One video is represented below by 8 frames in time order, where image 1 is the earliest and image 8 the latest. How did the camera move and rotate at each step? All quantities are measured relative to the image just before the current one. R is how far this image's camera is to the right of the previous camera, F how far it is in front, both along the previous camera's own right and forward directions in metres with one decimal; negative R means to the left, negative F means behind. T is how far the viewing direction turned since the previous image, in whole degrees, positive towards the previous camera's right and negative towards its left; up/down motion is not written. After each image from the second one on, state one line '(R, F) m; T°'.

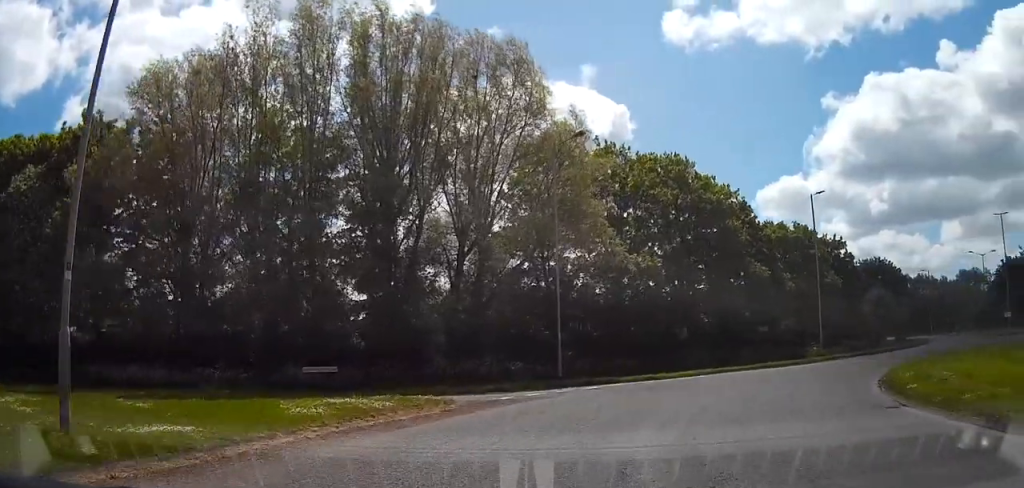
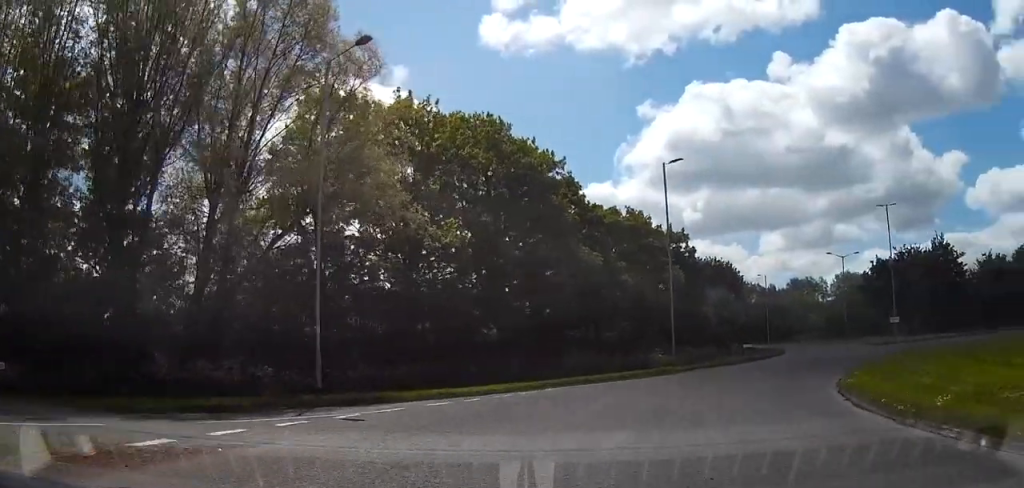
(+2.3, +9.6) m; +20°
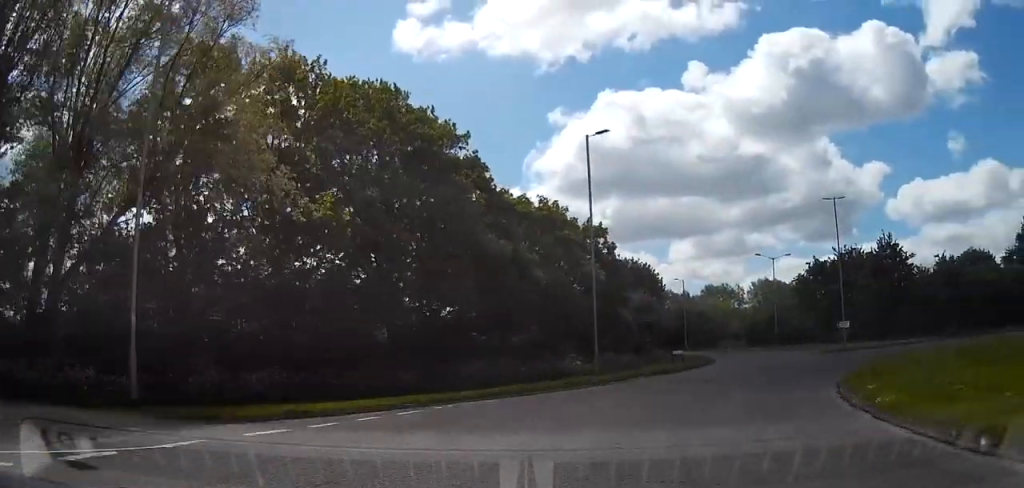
(+0.5, +6.0) m; +7°
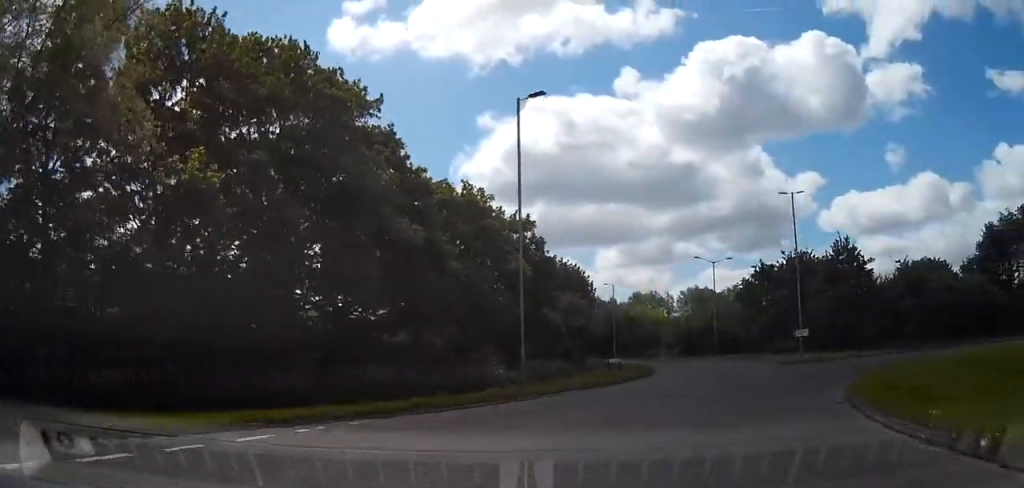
(+0.3, +5.1) m; +5°
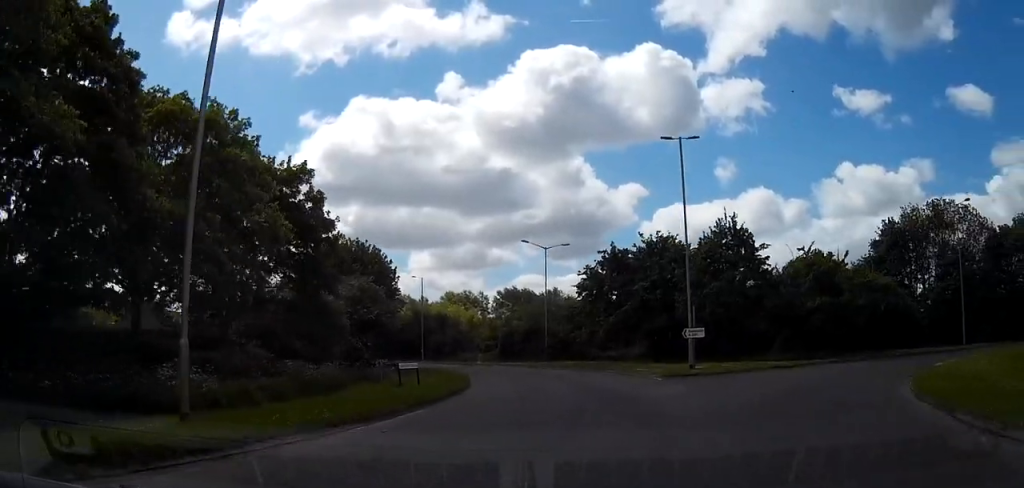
(+1.8, +14.3) m; +10°
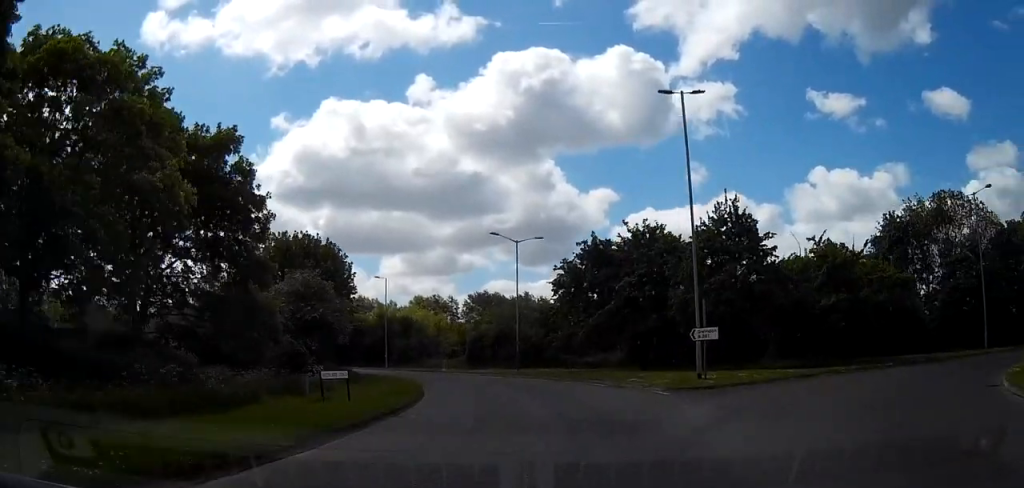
(+0.2, +6.4) m; +2°
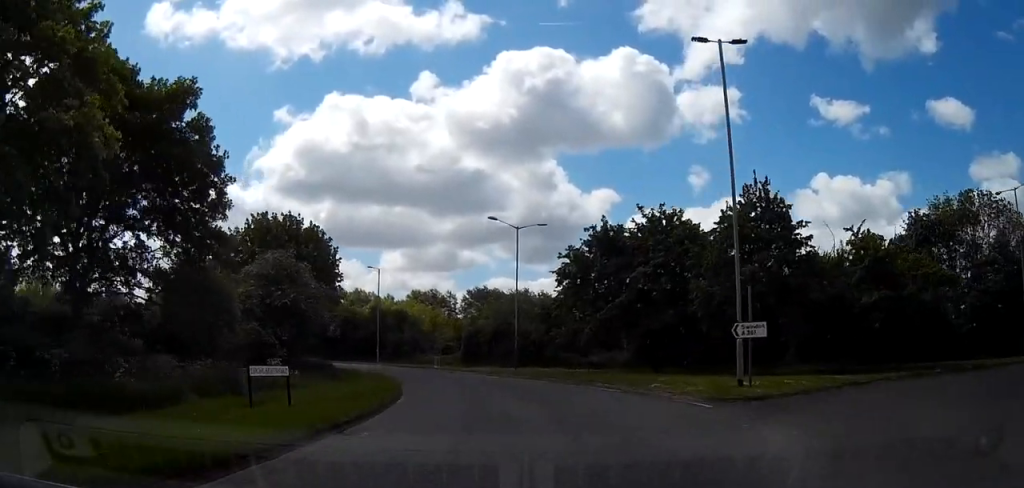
(0.0, +5.1) m; -1°
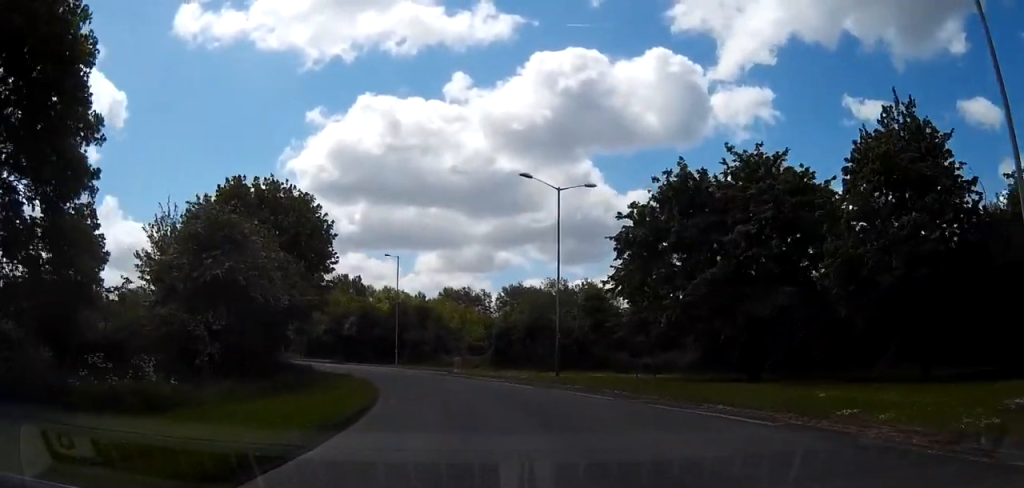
(-0.2, +11.9) m; -4°
